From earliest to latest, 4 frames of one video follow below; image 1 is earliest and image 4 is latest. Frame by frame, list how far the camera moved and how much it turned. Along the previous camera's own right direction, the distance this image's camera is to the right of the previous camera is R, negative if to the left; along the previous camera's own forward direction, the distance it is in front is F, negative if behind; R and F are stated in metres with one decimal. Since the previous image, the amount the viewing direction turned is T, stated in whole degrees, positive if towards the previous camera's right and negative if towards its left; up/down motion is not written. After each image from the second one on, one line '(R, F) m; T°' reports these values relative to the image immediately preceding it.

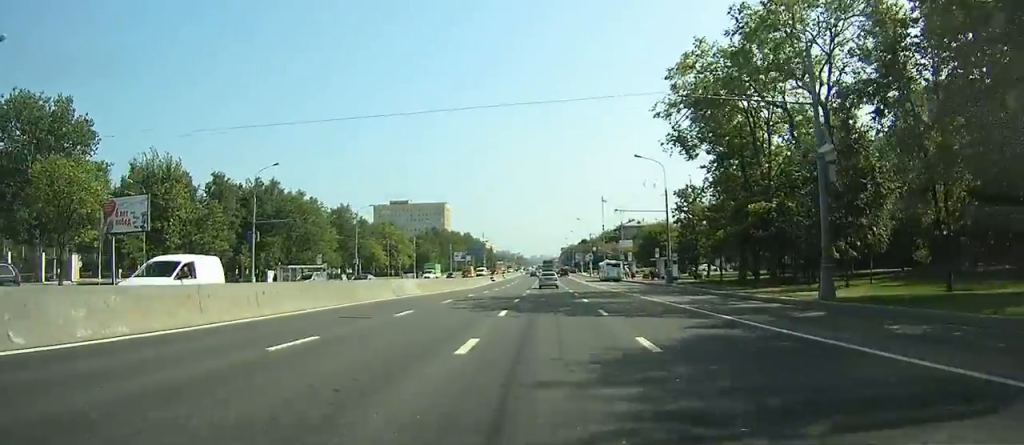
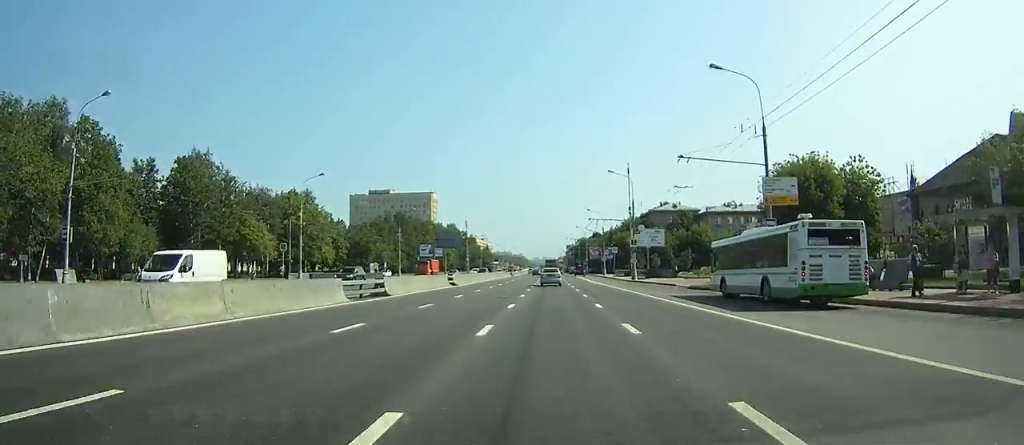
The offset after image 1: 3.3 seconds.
(0.0, +61.8) m; 0°
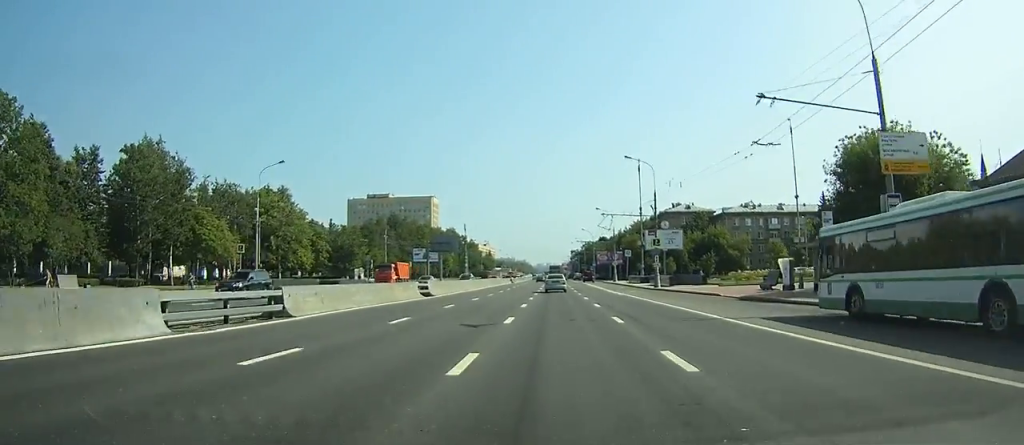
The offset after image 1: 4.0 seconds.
(0.0, +11.9) m; 0°
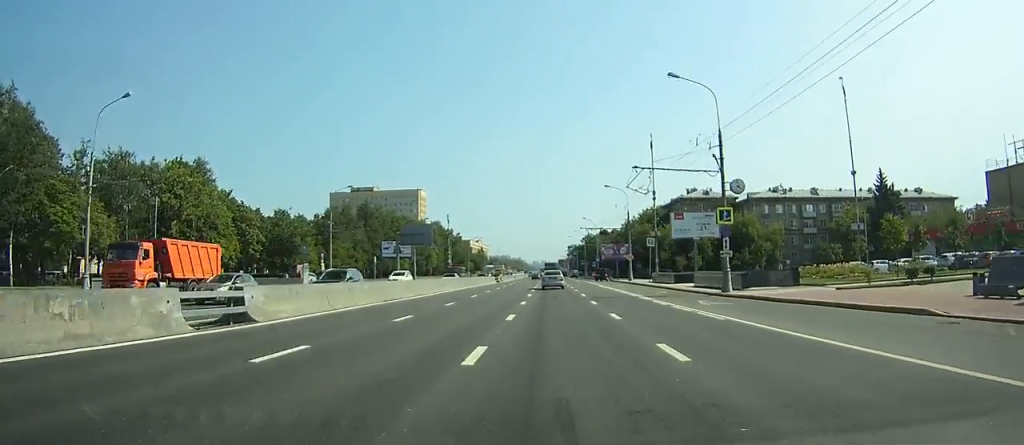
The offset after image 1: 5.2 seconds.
(0.0, +23.3) m; 0°
